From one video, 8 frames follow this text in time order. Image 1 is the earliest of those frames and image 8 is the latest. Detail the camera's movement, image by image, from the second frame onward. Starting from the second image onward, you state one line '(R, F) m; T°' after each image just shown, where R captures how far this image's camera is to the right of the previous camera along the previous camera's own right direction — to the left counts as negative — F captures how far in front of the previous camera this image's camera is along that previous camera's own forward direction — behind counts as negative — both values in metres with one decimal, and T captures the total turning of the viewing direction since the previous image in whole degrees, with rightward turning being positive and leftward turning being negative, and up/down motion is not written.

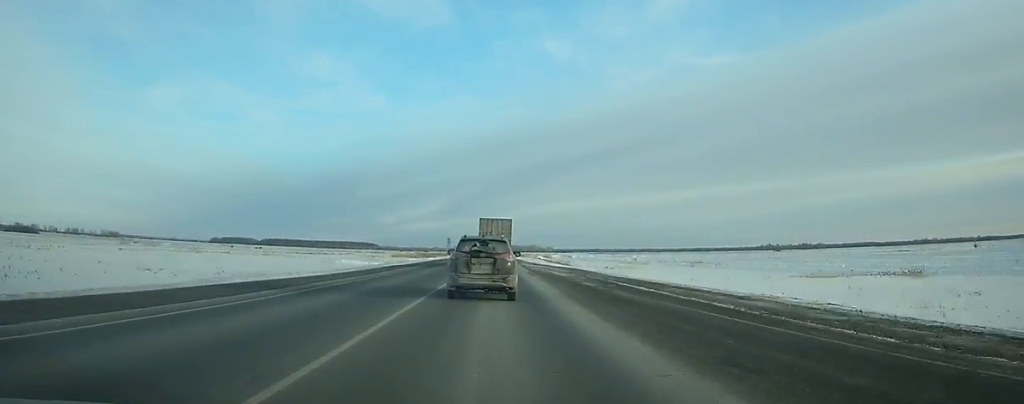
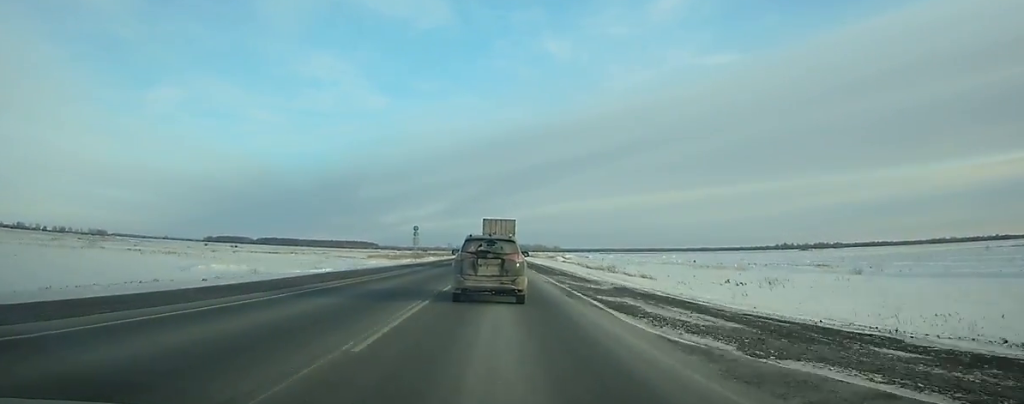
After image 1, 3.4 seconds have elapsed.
(-0.2, +65.4) m; 0°
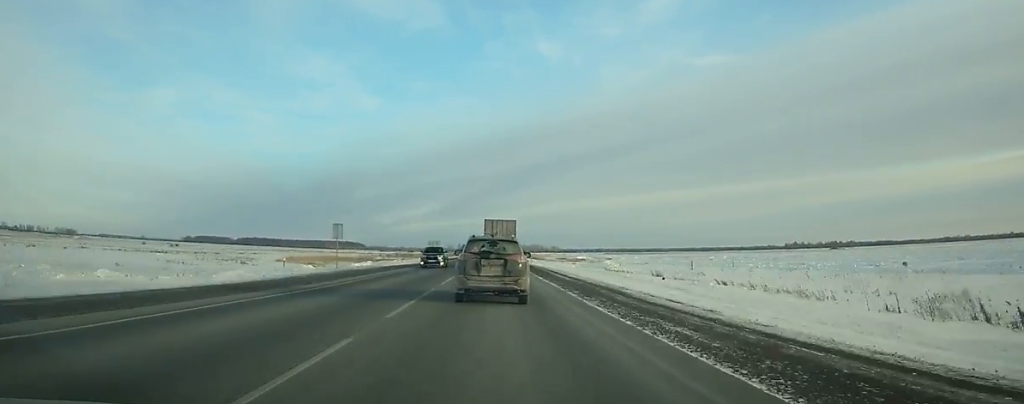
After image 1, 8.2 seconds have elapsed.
(+0.3, +91.9) m; 0°
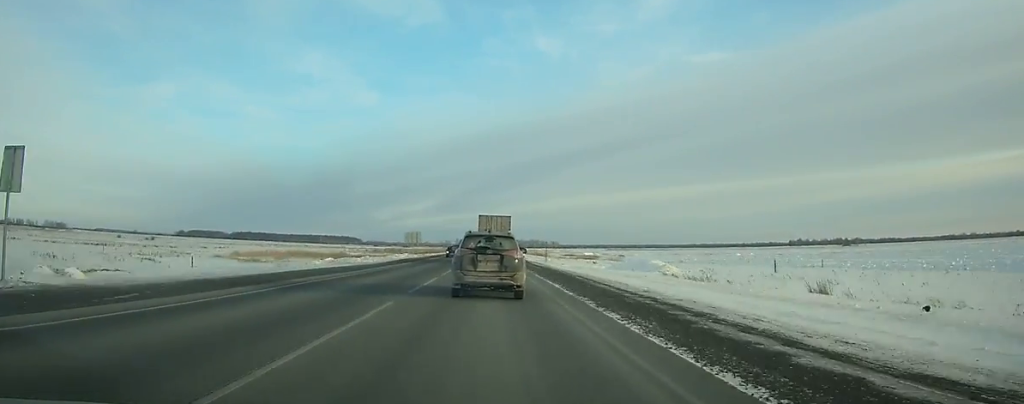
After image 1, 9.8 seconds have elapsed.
(0.0, +30.9) m; 0°
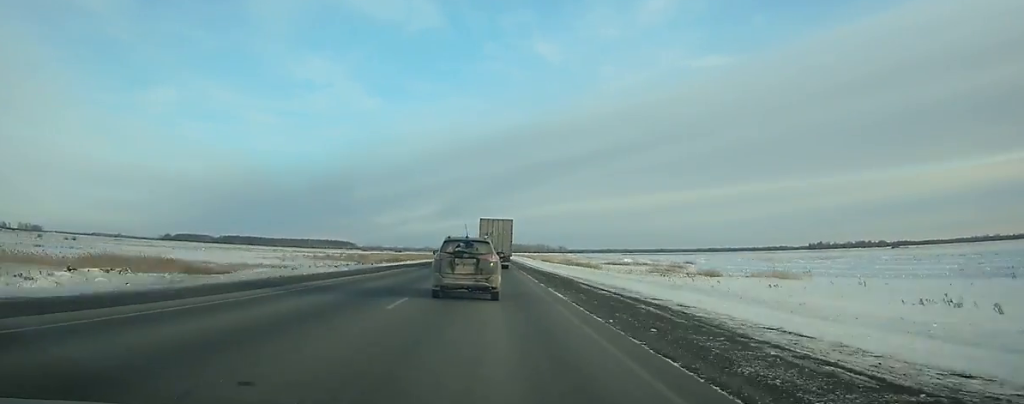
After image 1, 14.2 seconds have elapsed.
(-0.1, +85.9) m; 0°
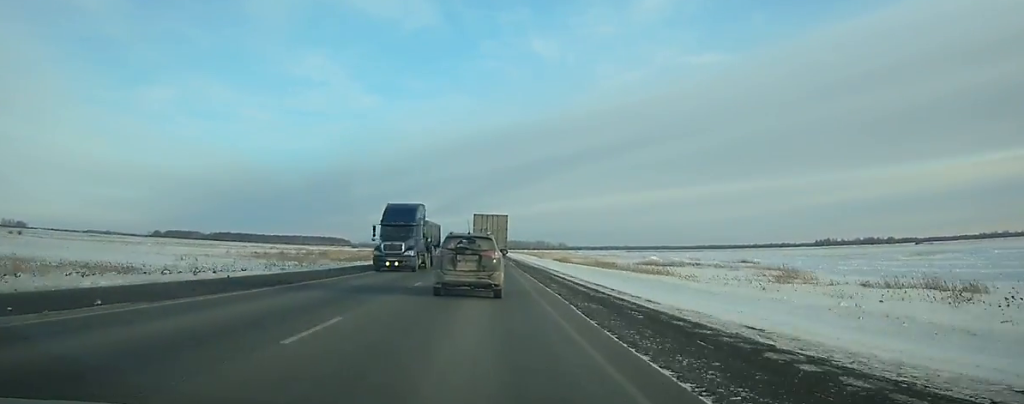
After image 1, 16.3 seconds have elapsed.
(0.0, +41.4) m; 0°
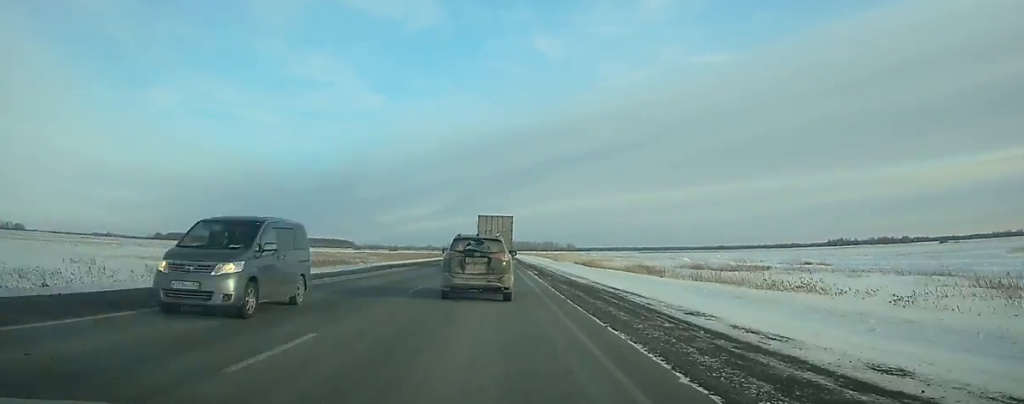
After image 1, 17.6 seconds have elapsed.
(0.0, +25.7) m; 0°
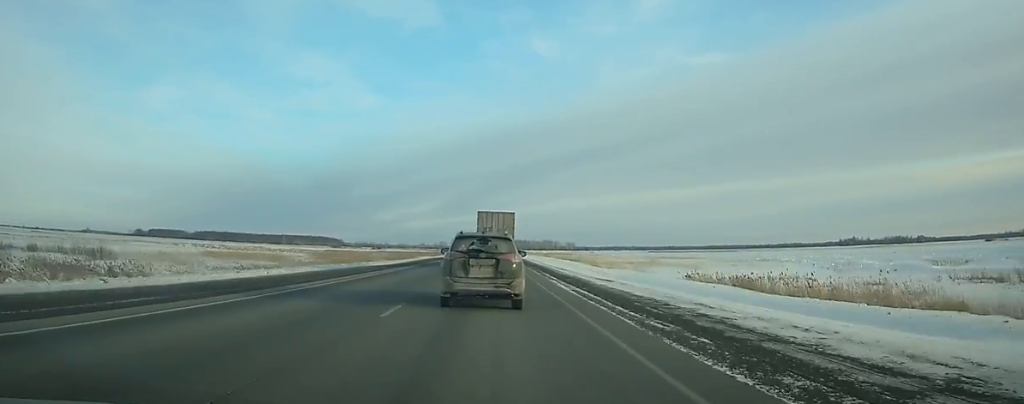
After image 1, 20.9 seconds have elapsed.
(0.0, +65.1) m; 0°
